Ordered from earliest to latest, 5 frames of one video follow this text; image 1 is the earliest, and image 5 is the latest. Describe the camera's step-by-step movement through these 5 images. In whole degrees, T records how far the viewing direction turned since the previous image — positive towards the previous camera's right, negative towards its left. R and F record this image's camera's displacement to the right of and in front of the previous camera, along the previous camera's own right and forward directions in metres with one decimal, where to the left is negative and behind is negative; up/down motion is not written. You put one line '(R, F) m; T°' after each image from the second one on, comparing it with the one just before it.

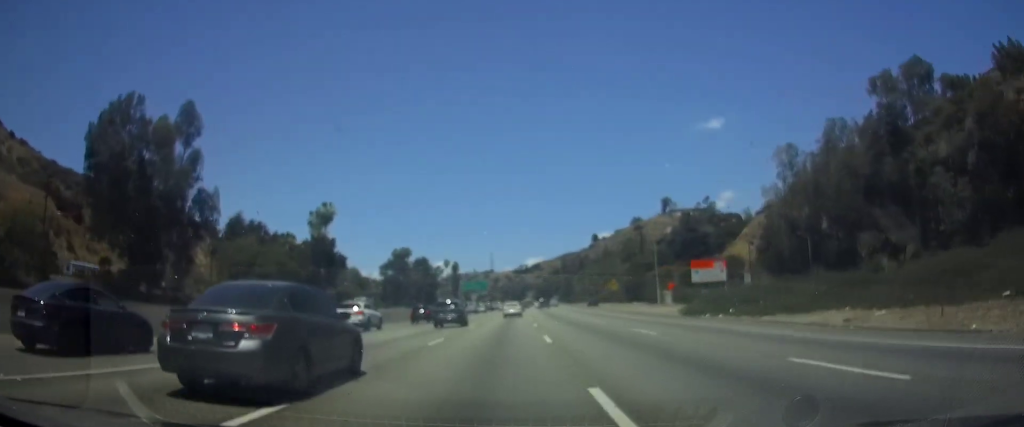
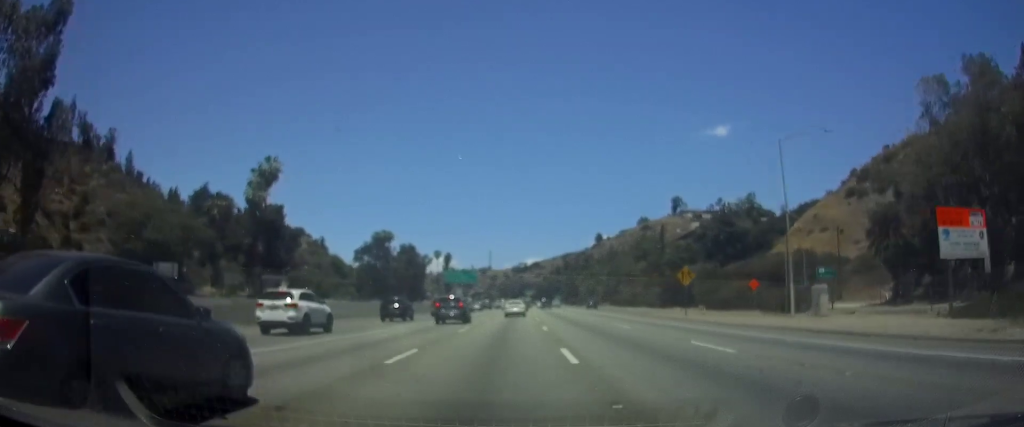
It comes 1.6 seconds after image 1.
(+0.1, +36.3) m; 0°
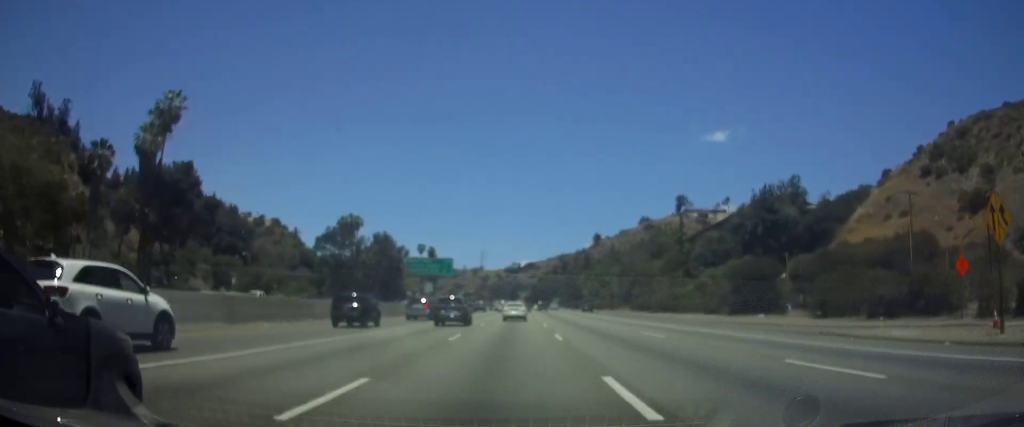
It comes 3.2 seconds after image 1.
(+0.1, +35.0) m; +1°
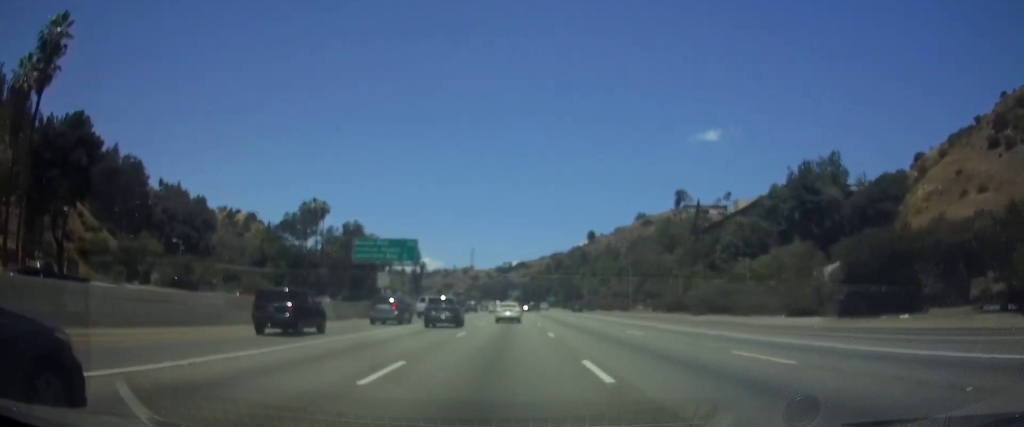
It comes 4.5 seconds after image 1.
(+0.3, +26.1) m; +1°
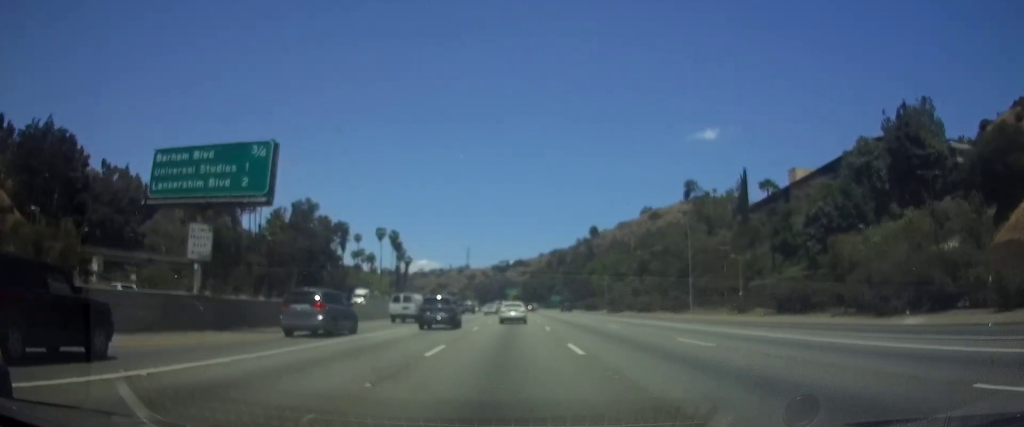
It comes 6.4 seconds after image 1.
(-0.1, +38.5) m; 0°
